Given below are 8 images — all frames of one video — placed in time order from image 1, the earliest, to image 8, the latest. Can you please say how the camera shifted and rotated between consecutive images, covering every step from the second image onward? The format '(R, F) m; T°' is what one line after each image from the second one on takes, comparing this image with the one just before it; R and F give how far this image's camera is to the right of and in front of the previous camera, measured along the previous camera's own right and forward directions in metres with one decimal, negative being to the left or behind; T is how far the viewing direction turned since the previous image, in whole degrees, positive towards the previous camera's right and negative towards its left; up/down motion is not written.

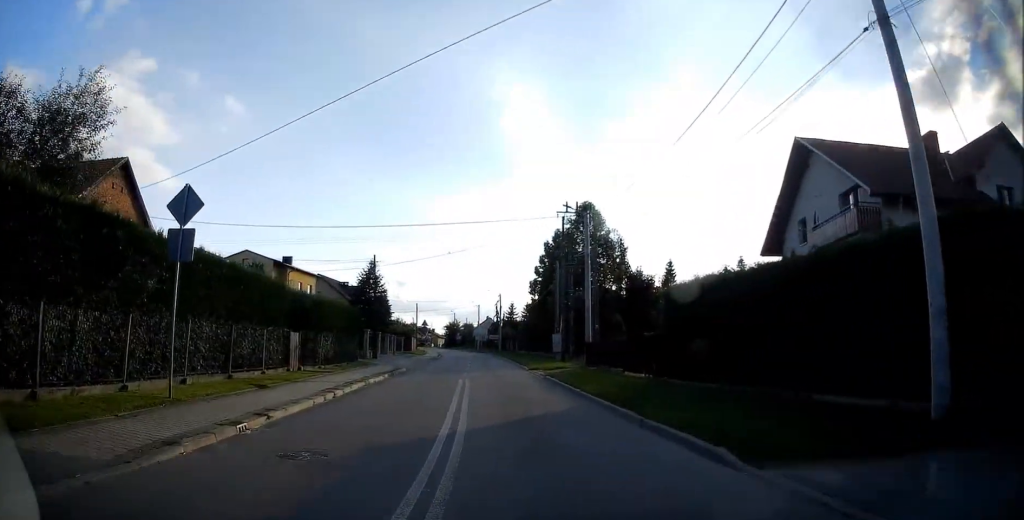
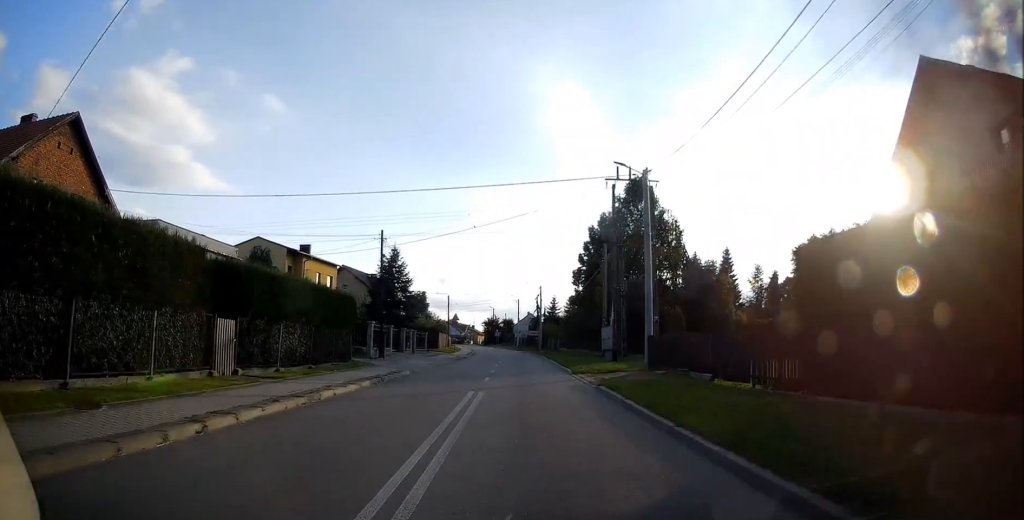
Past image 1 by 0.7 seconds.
(-0.2, +7.9) m; -2°
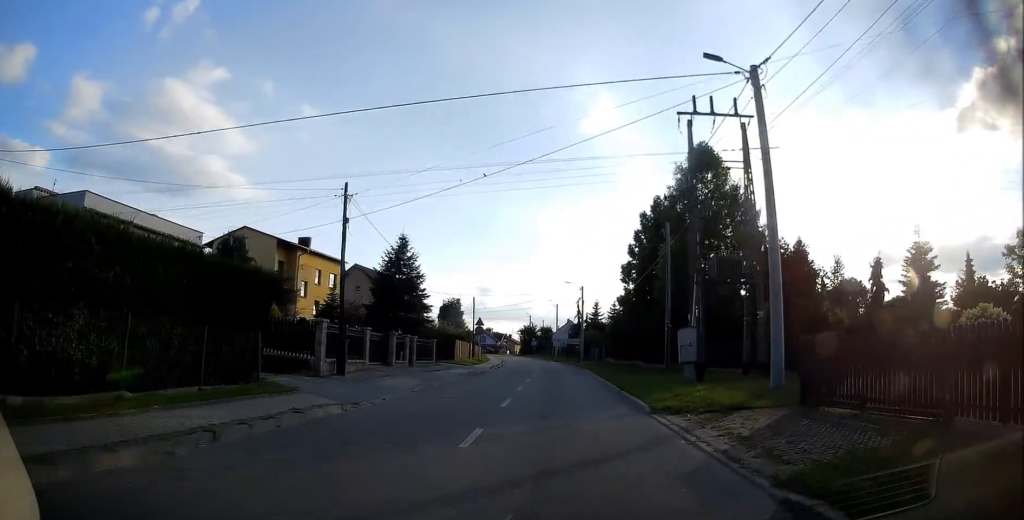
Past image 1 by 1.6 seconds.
(-0.2, +12.0) m; -1°
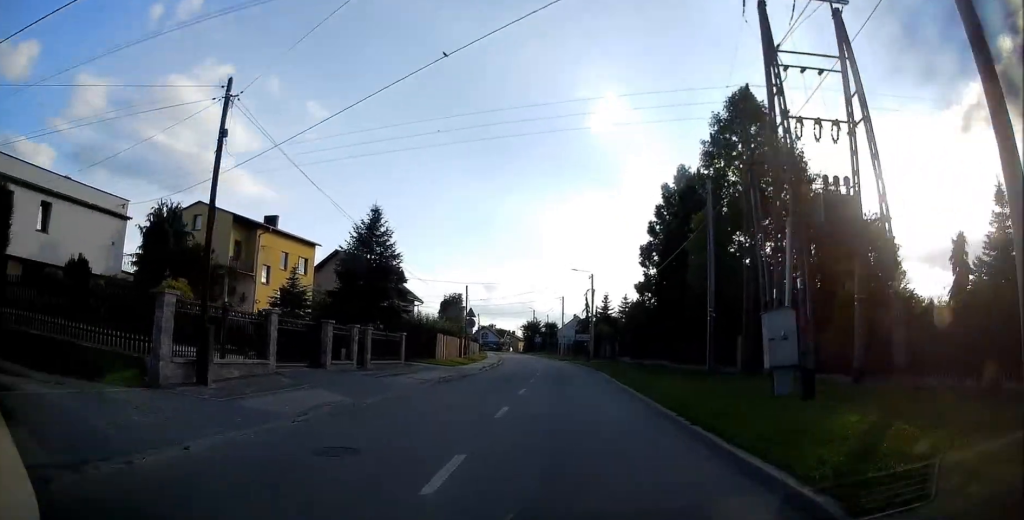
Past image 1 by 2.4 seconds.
(+0.1, +9.4) m; -1°
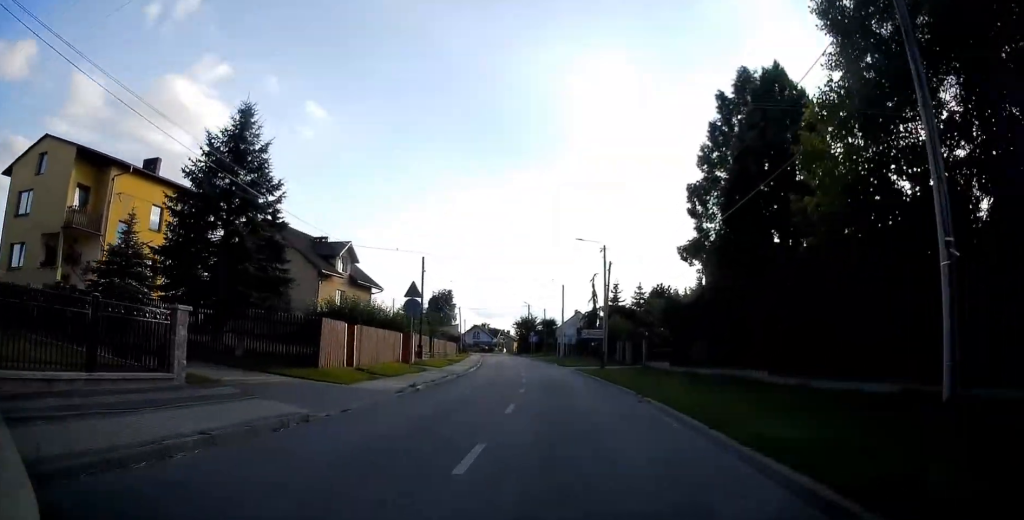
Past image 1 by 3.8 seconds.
(-0.5, +18.6) m; -1°
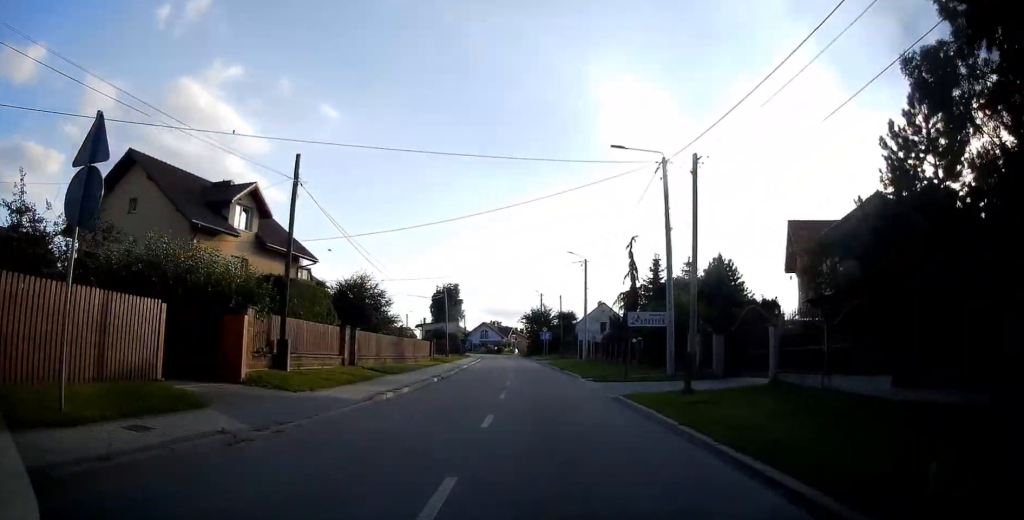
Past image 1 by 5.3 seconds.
(+0.1, +21.0) m; 0°
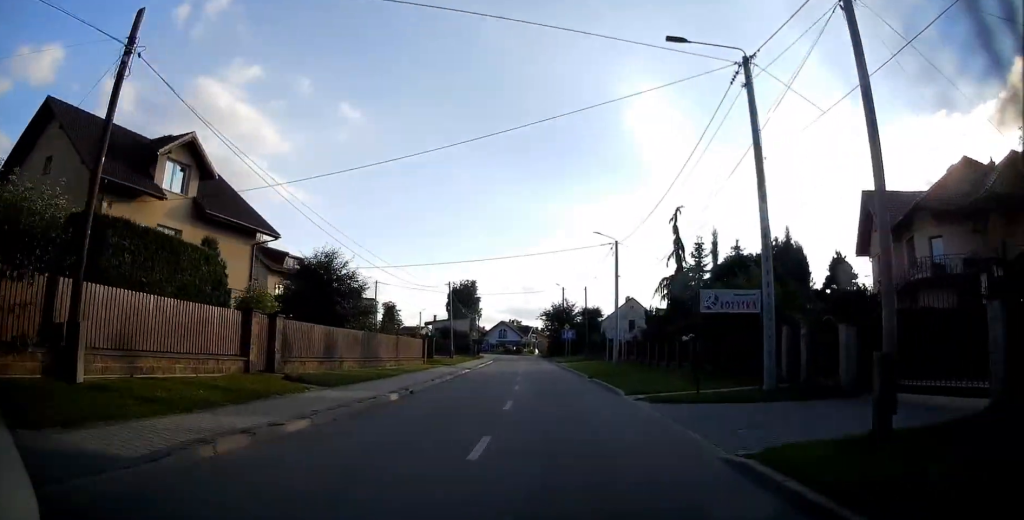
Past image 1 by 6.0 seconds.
(-0.1, +8.8) m; -2°
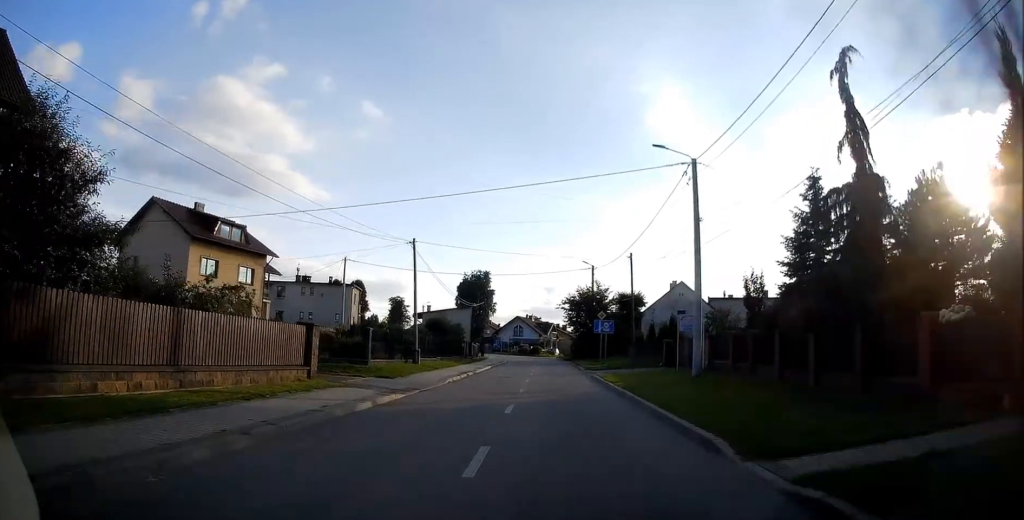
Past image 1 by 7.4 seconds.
(-0.7, +18.6) m; -4°
